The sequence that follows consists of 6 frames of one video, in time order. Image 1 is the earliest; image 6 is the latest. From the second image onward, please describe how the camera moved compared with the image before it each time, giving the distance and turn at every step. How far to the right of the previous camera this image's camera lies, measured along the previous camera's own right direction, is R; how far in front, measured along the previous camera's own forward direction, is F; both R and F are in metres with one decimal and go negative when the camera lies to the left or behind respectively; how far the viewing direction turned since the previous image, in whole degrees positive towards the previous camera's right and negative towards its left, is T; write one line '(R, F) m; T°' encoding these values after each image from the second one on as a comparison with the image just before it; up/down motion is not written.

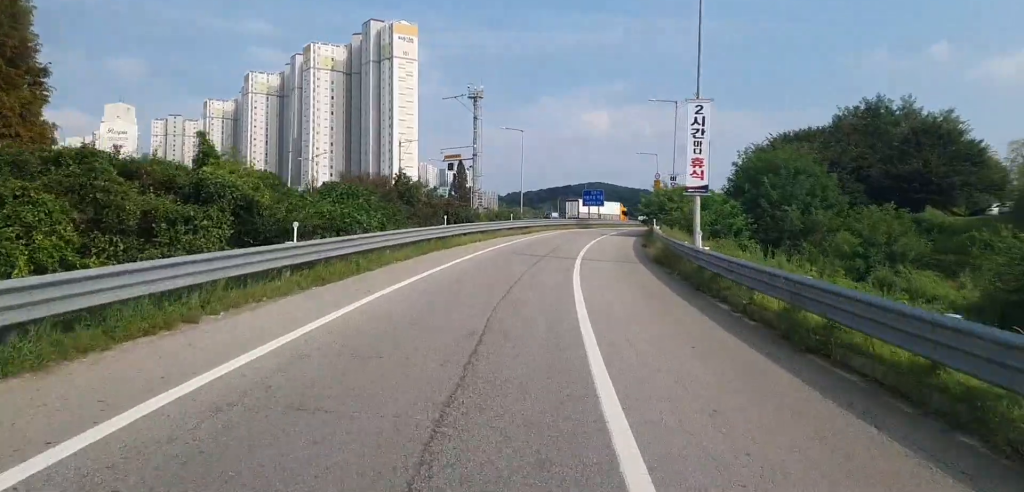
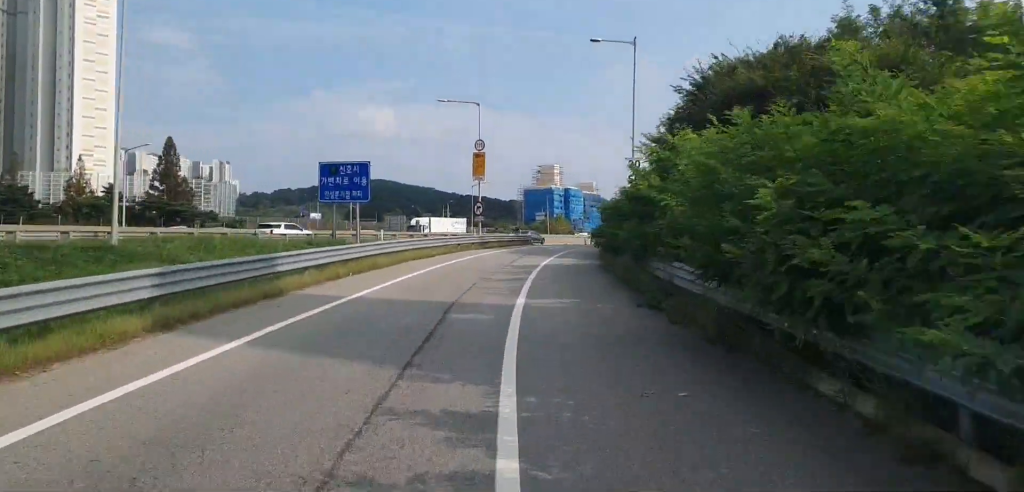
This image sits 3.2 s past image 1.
(+7.6, +57.9) m; +14°
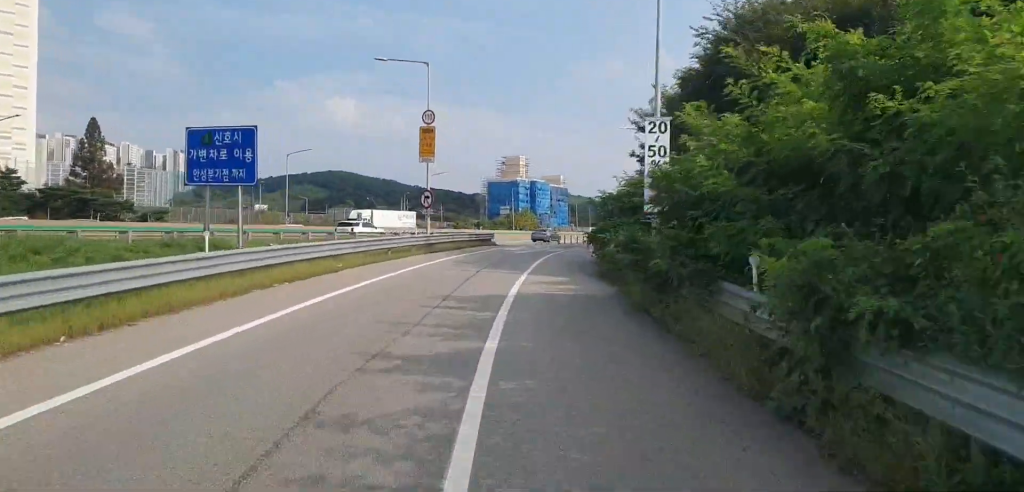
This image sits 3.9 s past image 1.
(+0.5, +13.3) m; +4°
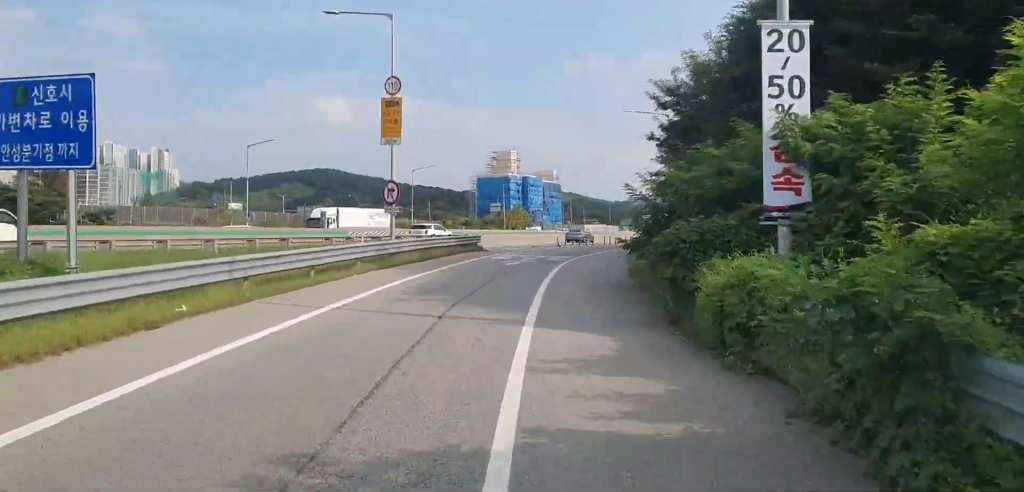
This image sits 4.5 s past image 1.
(+0.4, +11.0) m; +2°
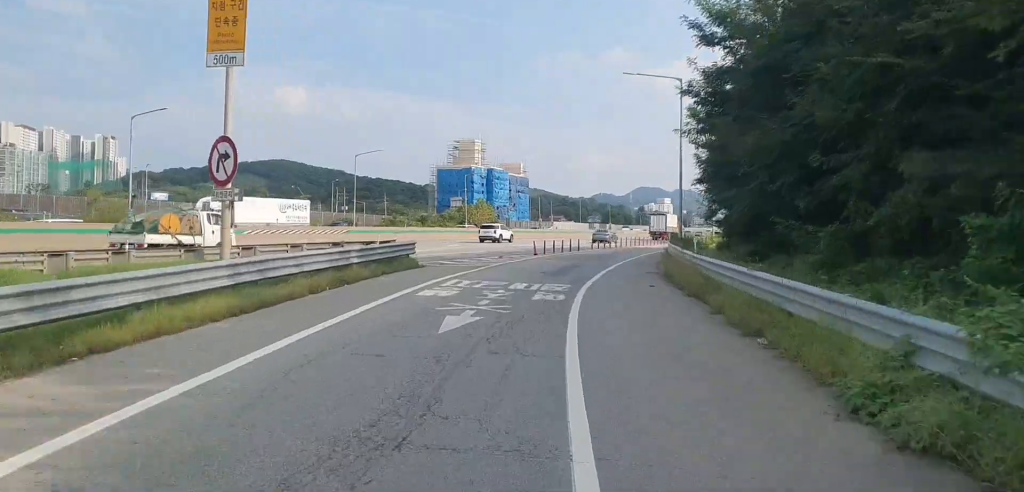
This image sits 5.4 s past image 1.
(+0.4, +17.1) m; +2°
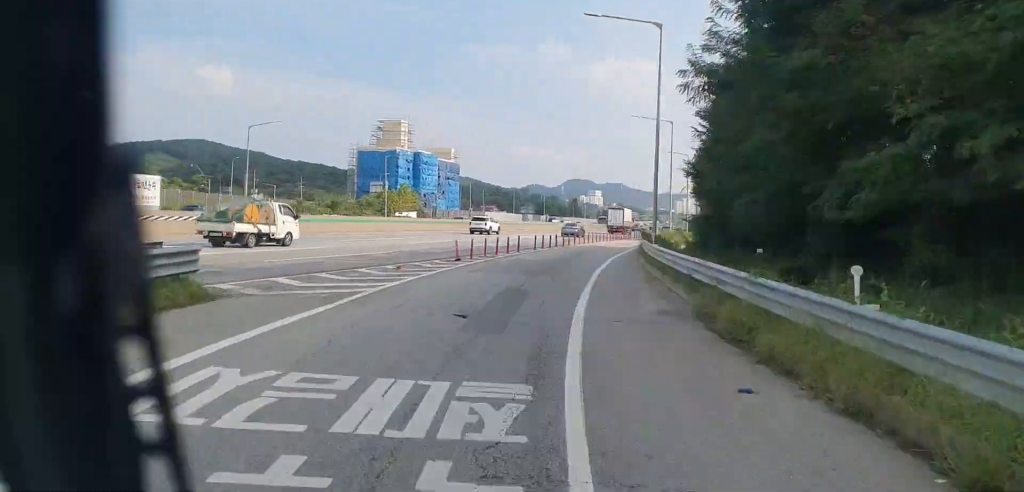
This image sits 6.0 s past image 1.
(+0.1, +13.4) m; +1°
